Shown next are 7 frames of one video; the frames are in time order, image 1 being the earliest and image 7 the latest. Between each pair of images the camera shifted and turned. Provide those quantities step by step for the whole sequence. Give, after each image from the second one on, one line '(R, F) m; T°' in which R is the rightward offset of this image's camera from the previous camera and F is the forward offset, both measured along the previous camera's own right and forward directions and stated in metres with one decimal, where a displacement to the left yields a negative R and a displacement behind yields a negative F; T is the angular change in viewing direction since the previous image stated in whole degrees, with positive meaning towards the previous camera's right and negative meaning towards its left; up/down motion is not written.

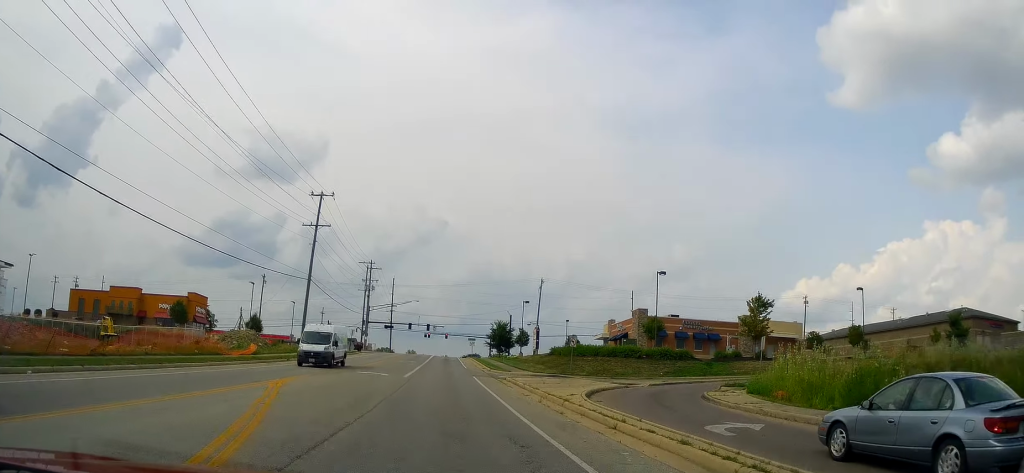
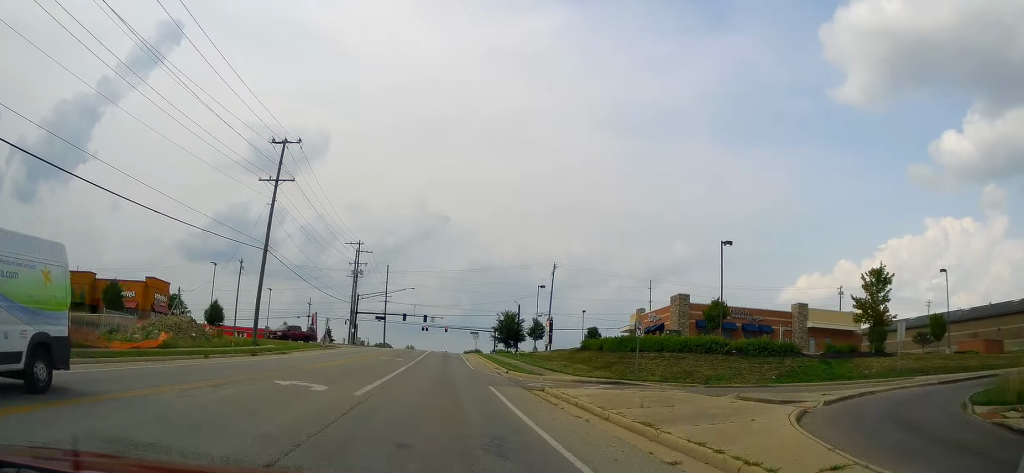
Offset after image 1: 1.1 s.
(-0.2, +14.6) m; -1°
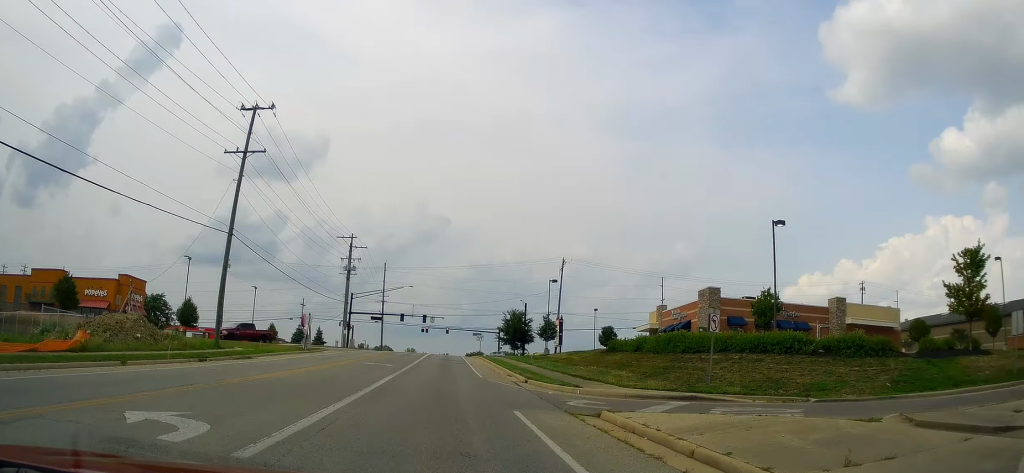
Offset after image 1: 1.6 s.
(+0.3, +7.8) m; -1°
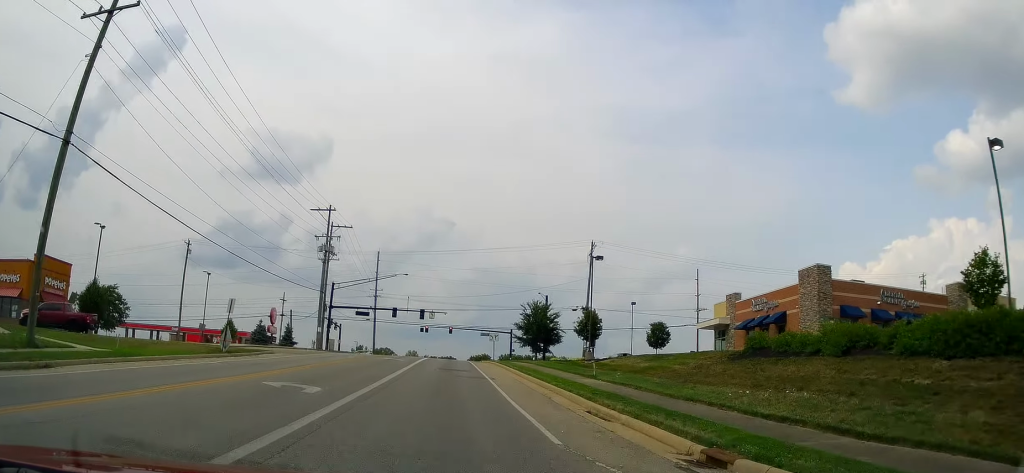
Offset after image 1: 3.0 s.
(-1.0, +18.7) m; -3°
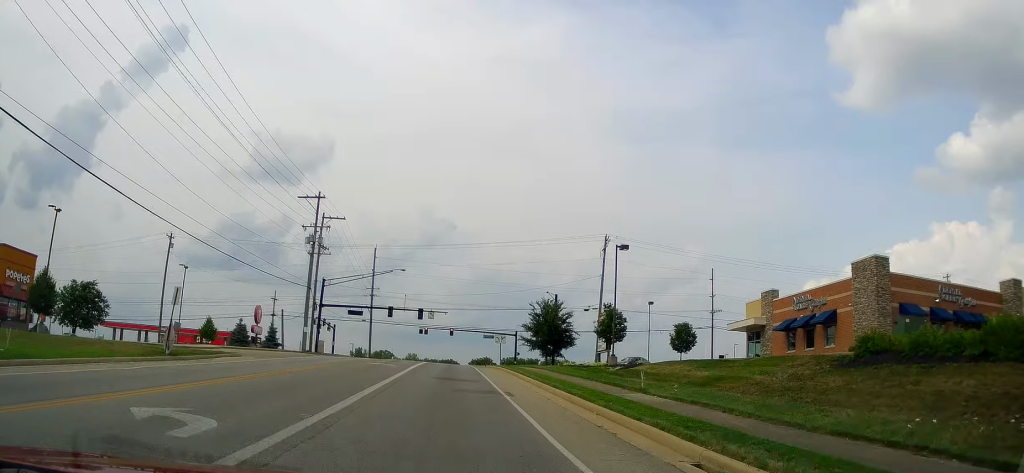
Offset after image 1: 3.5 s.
(-0.1, +6.7) m; +2°
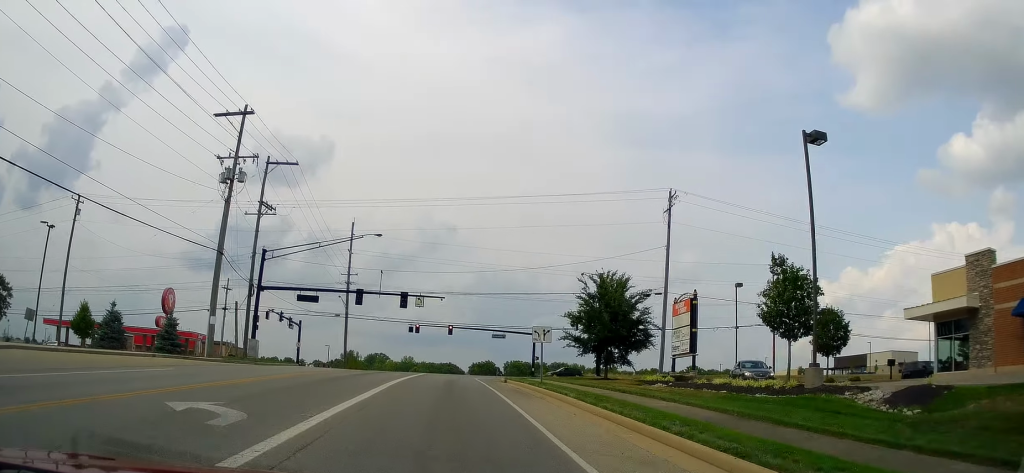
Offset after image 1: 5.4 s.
(+1.1, +24.6) m; +1°
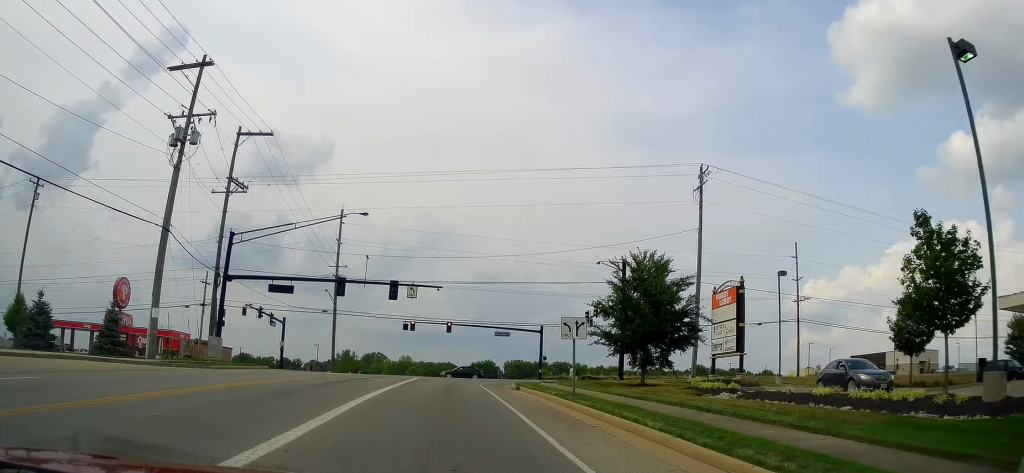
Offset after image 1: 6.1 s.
(-0.2, +8.2) m; -1°
